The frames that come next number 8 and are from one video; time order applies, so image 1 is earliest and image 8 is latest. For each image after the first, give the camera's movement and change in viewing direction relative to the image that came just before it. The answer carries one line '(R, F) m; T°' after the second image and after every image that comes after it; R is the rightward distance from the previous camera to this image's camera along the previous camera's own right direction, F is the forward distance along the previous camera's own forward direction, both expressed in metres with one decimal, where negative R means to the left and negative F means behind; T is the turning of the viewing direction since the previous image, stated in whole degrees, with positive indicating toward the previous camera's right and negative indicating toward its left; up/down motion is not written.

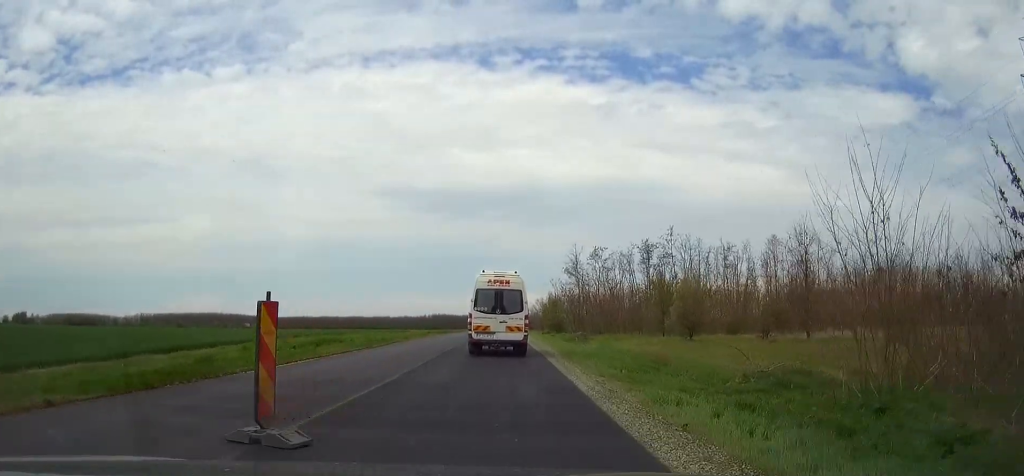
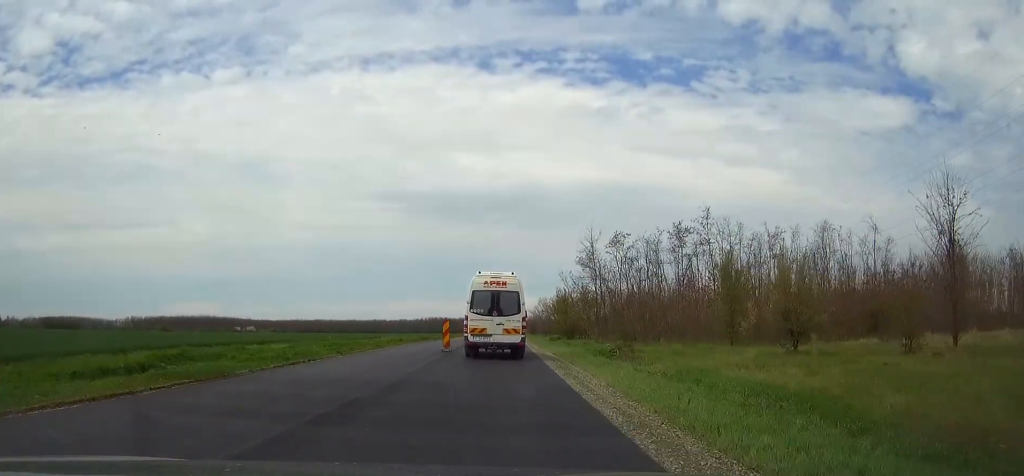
(+0.1, +18.6) m; 0°
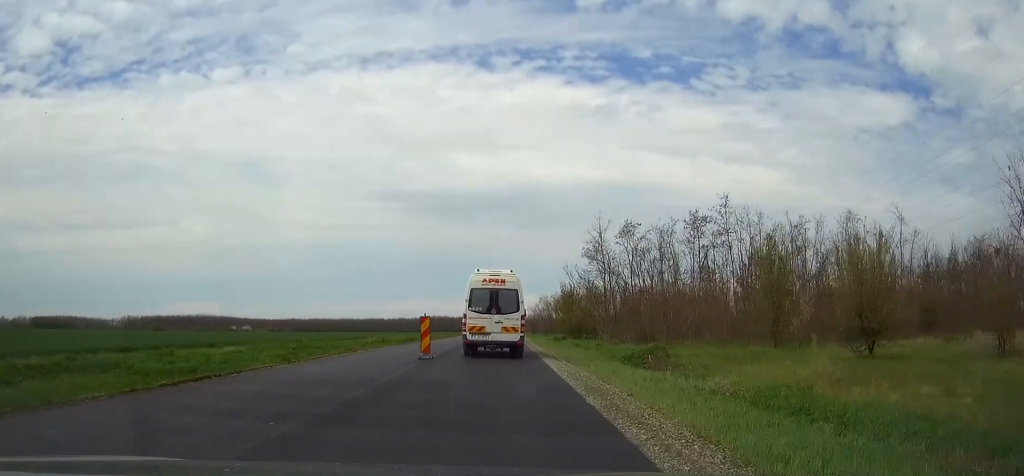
(+0.1, +7.1) m; 0°
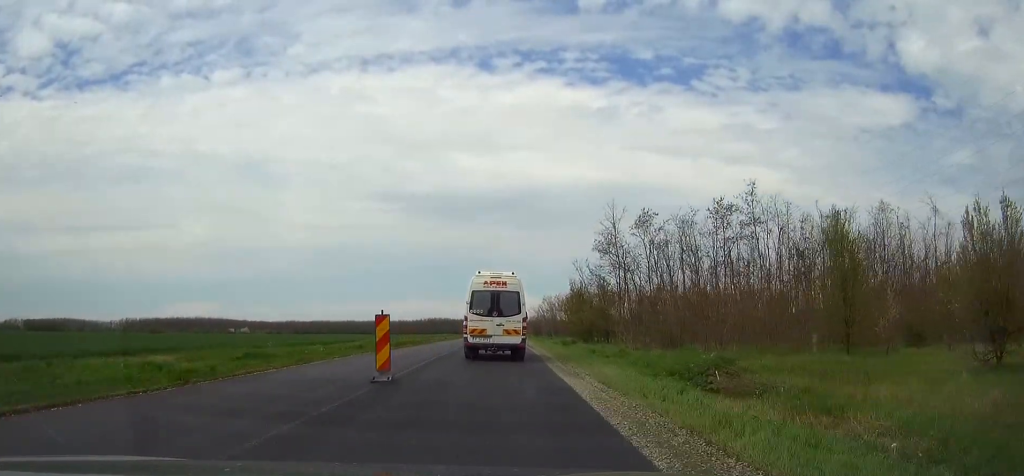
(0.0, +7.7) m; 0°
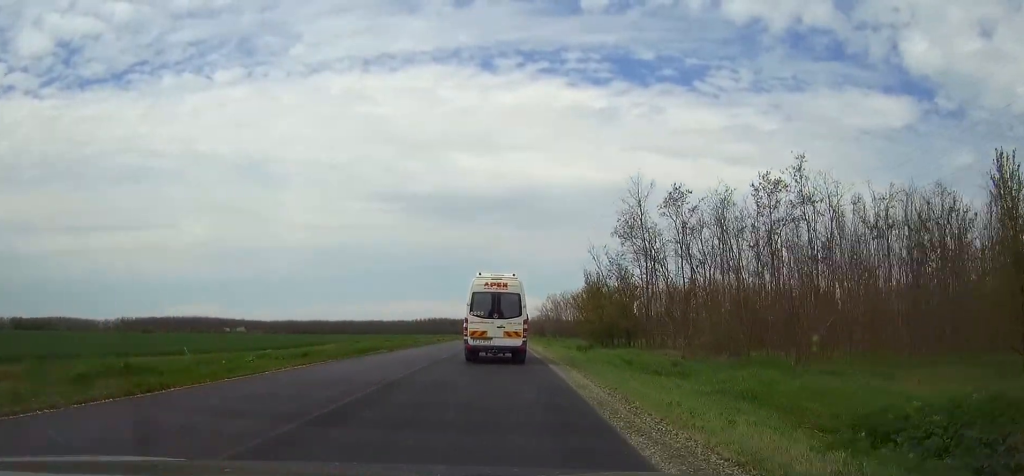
(-0.1, +11.2) m; 0°
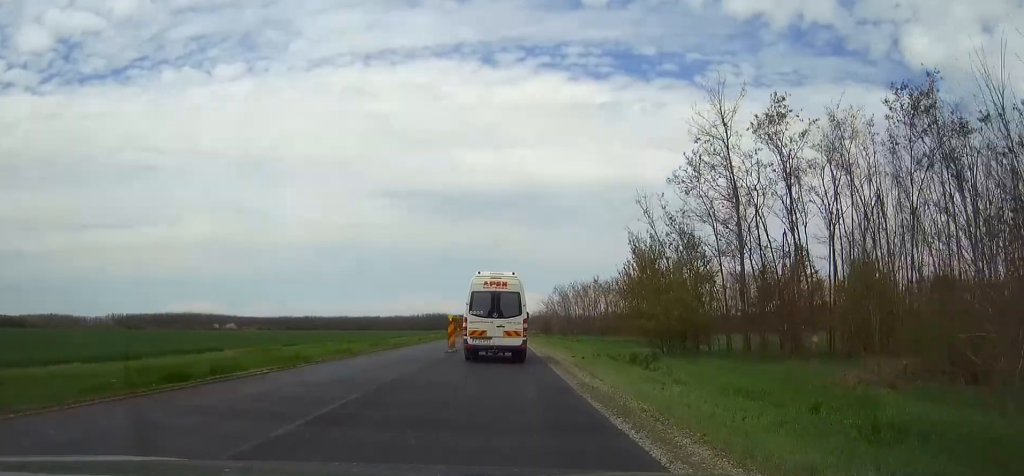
(+0.1, +19.9) m; 0°
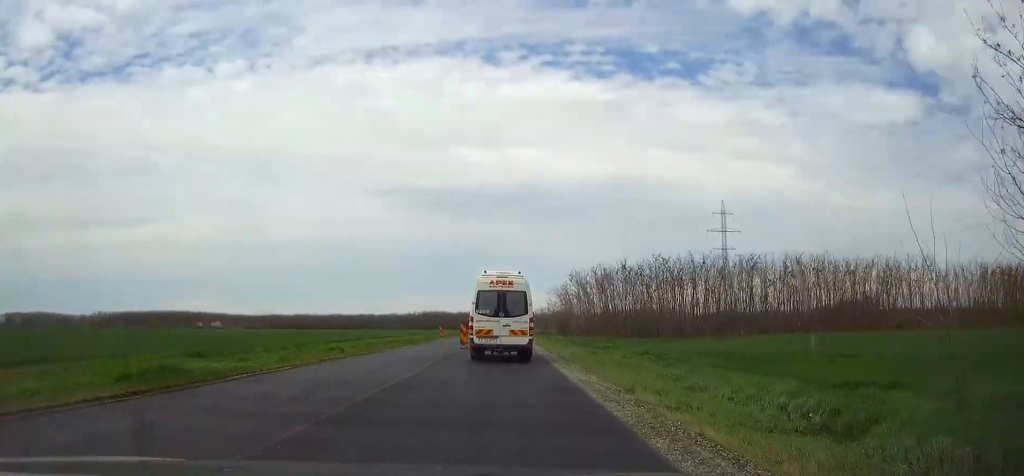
(-0.1, +28.6) m; 0°
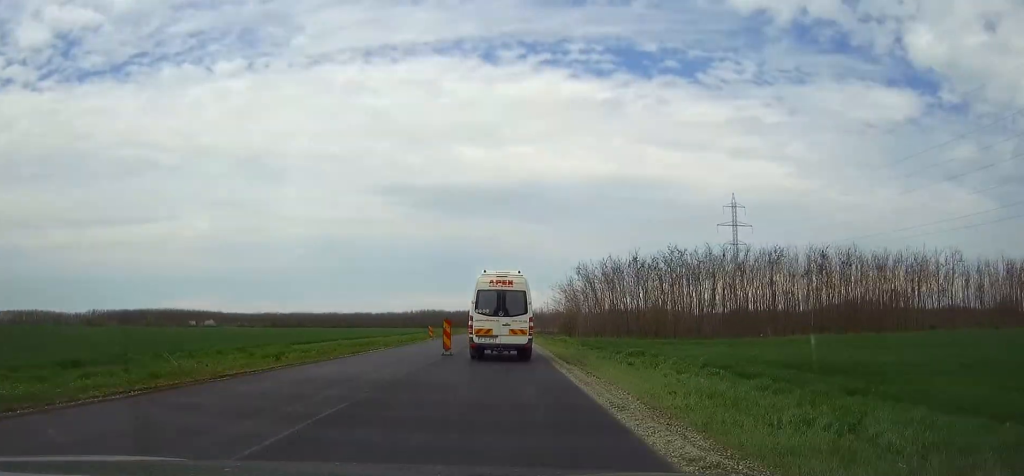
(0.0, +9.3) m; 0°
